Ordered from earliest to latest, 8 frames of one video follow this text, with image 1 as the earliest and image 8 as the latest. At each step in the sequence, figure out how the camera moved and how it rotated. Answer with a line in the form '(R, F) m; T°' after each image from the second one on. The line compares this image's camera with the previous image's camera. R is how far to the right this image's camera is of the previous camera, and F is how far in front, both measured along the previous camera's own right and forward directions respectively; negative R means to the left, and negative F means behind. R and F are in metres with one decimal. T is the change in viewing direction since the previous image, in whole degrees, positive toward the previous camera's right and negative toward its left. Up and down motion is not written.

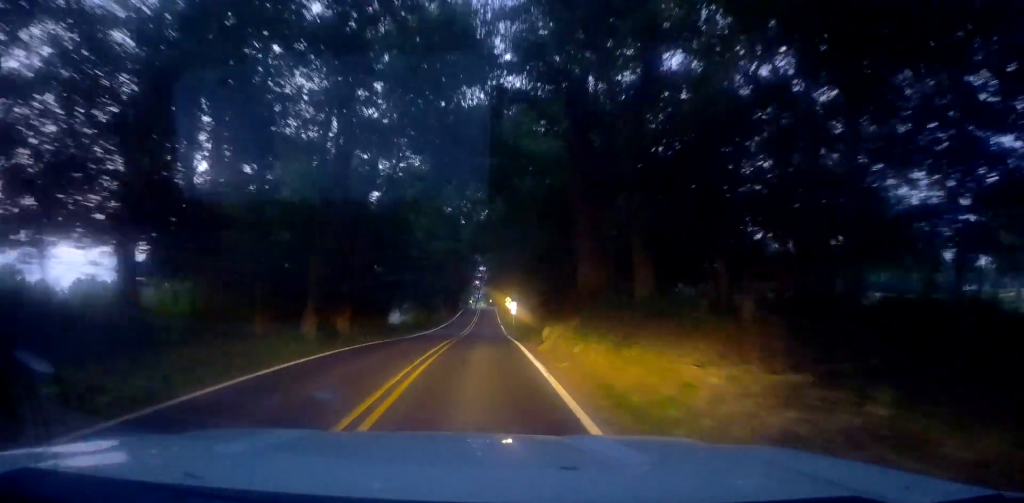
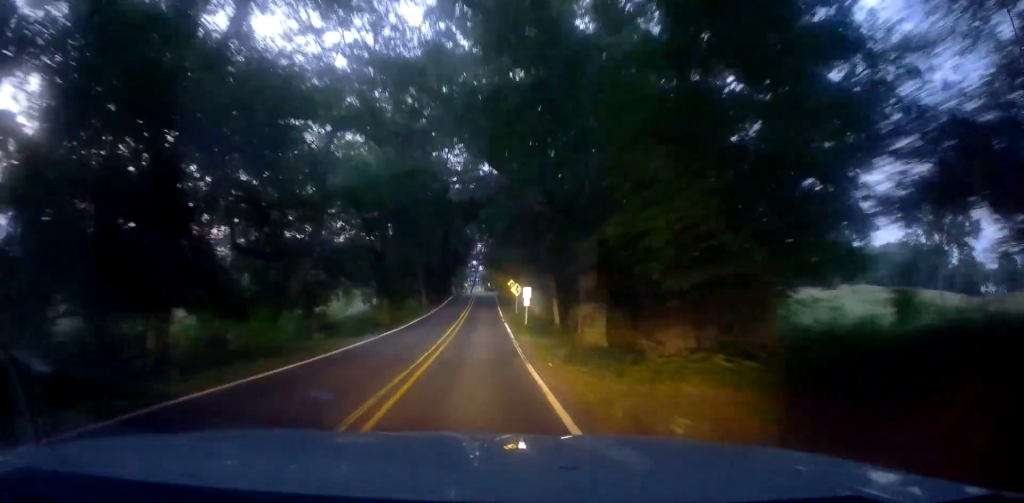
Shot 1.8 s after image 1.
(0.0, +22.1) m; -2°
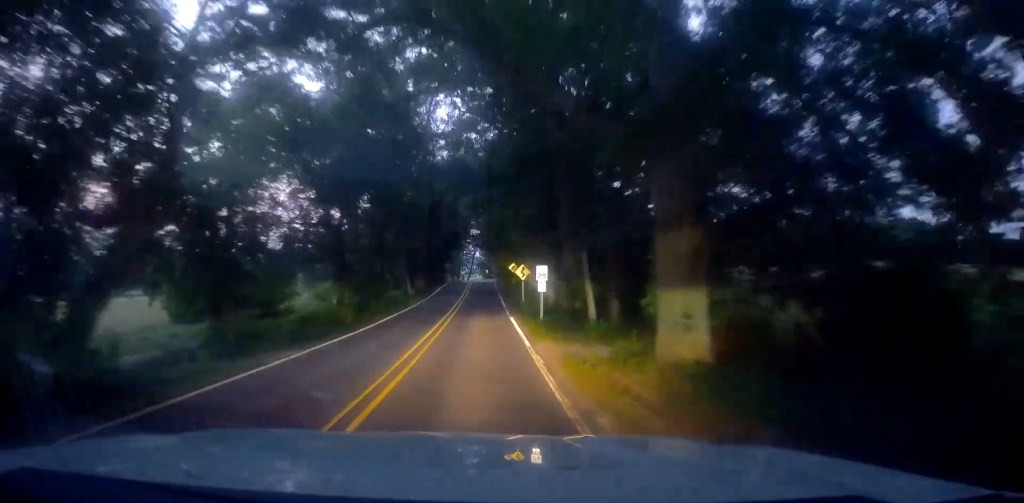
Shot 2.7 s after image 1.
(-0.4, +10.8) m; 0°
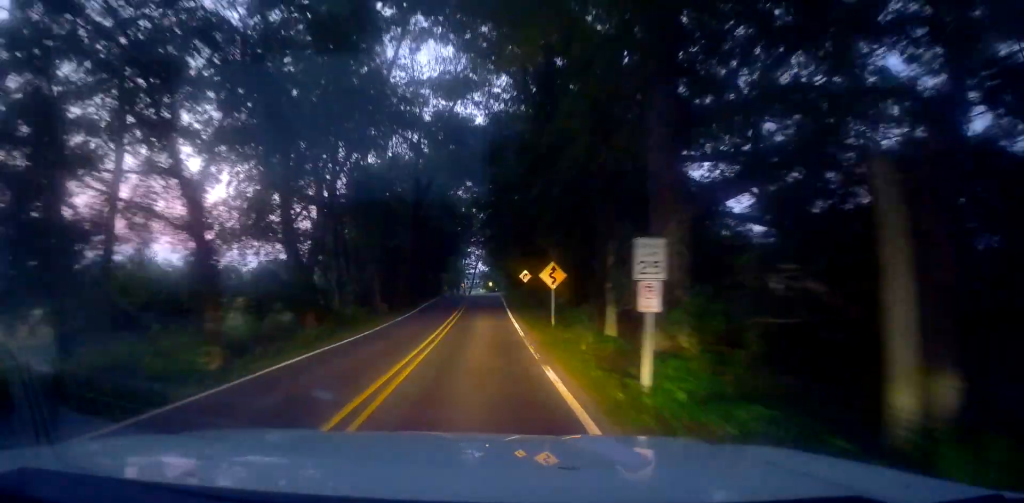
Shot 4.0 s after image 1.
(+0.4, +15.5) m; 0°
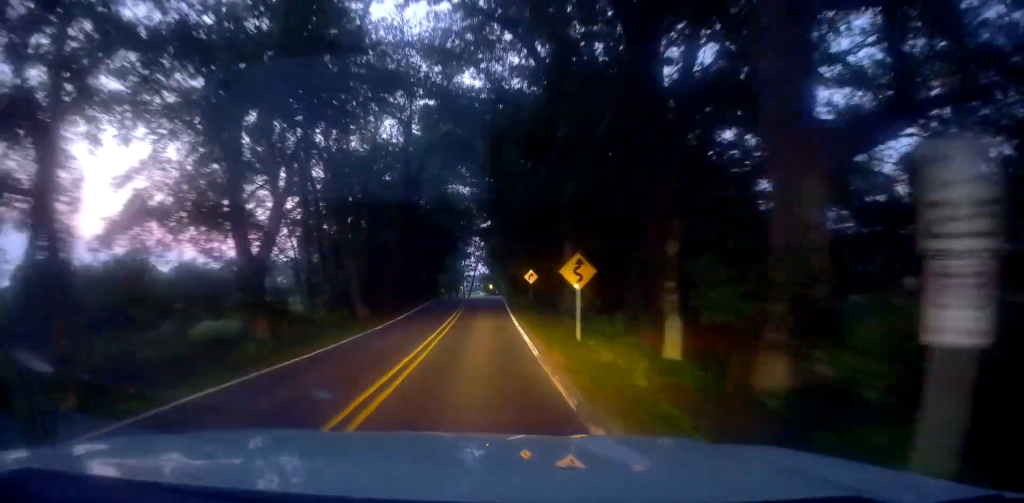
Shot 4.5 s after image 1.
(-0.3, +5.9) m; 0°
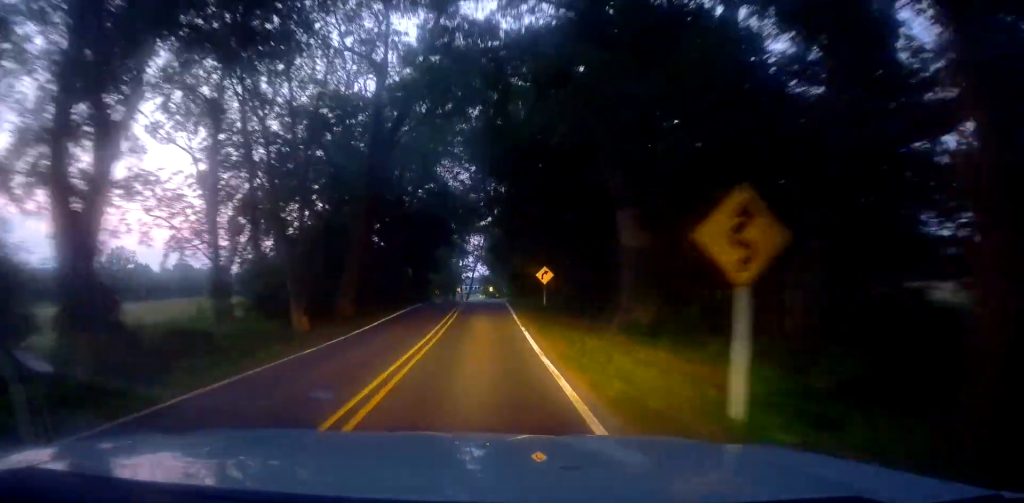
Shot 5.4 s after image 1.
(0.0, +10.4) m; 0°
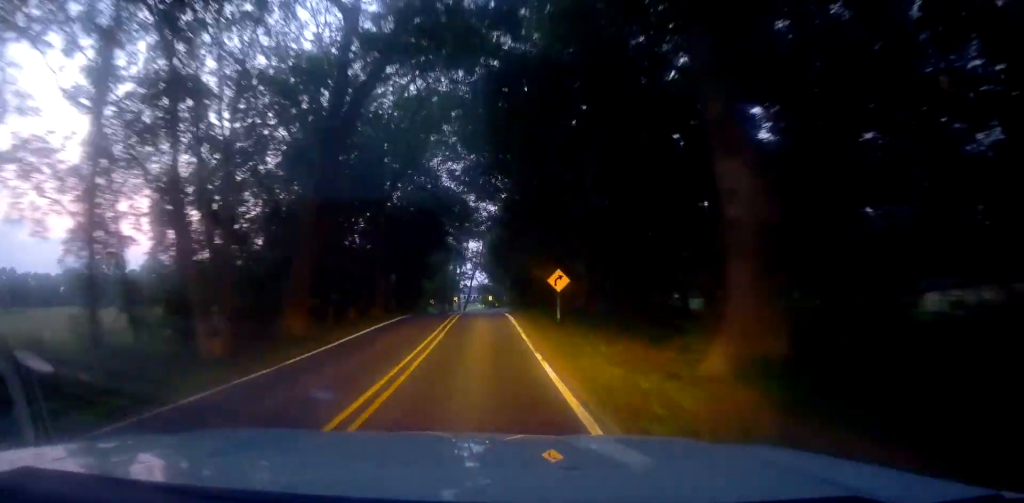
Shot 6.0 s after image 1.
(+0.3, +6.9) m; 0°
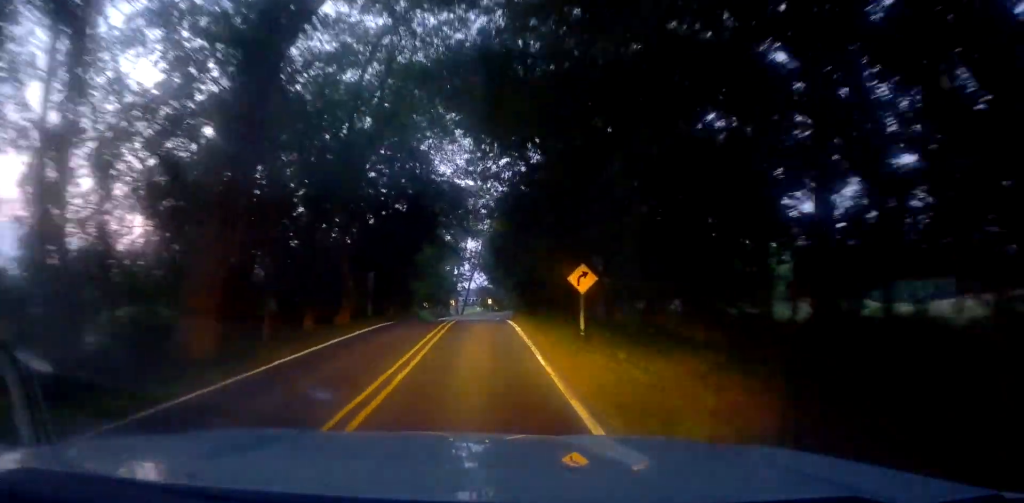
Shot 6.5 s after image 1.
(-0.3, +7.0) m; 0°
